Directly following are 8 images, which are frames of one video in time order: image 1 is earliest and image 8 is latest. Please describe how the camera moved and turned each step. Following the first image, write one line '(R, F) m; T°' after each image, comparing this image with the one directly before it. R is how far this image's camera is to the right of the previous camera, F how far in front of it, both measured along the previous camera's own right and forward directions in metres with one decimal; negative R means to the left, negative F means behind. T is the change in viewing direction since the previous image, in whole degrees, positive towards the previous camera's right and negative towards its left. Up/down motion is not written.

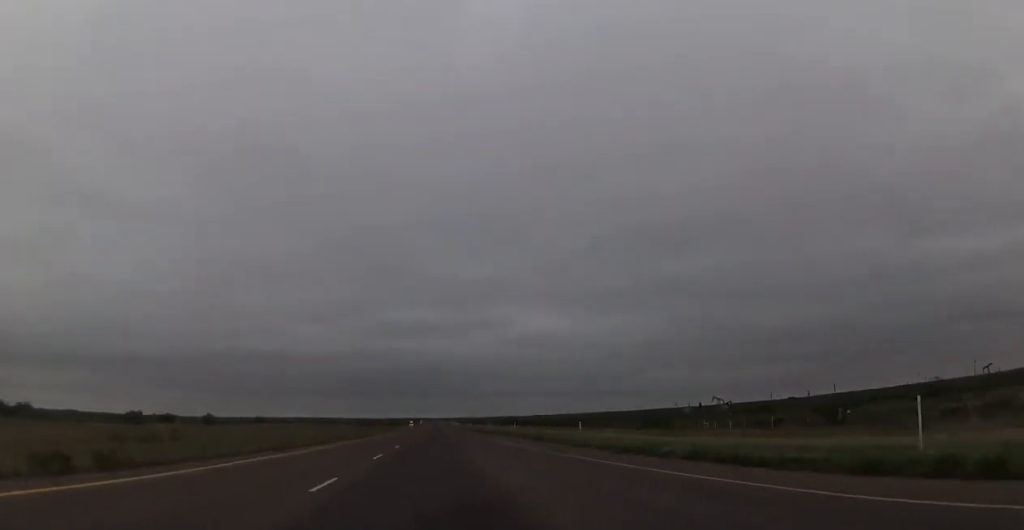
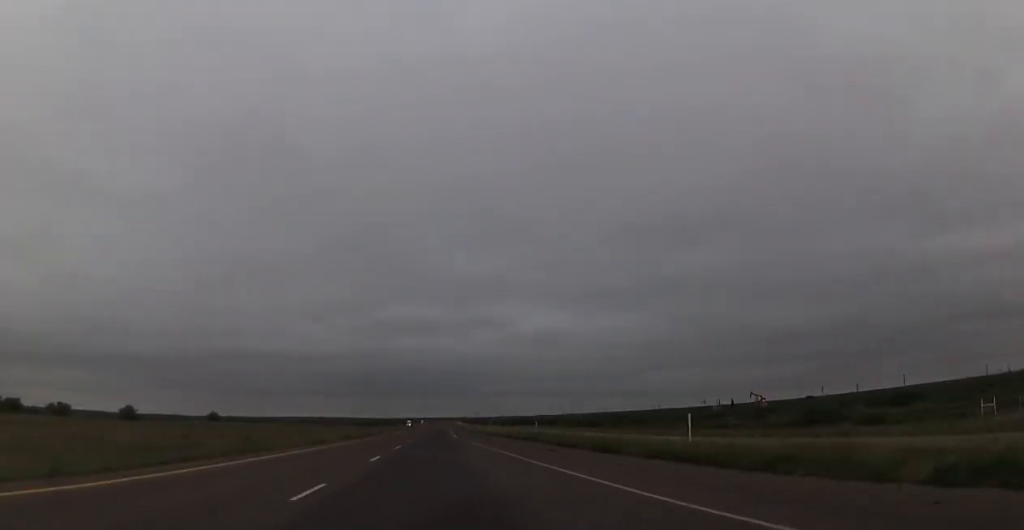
(-0.8, +50.2) m; -1°
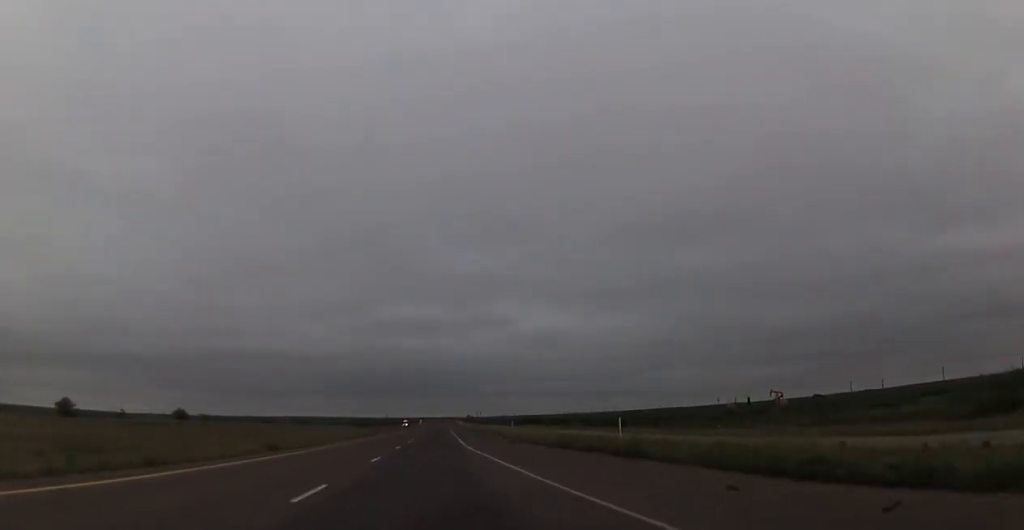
(-0.2, +24.4) m; 0°
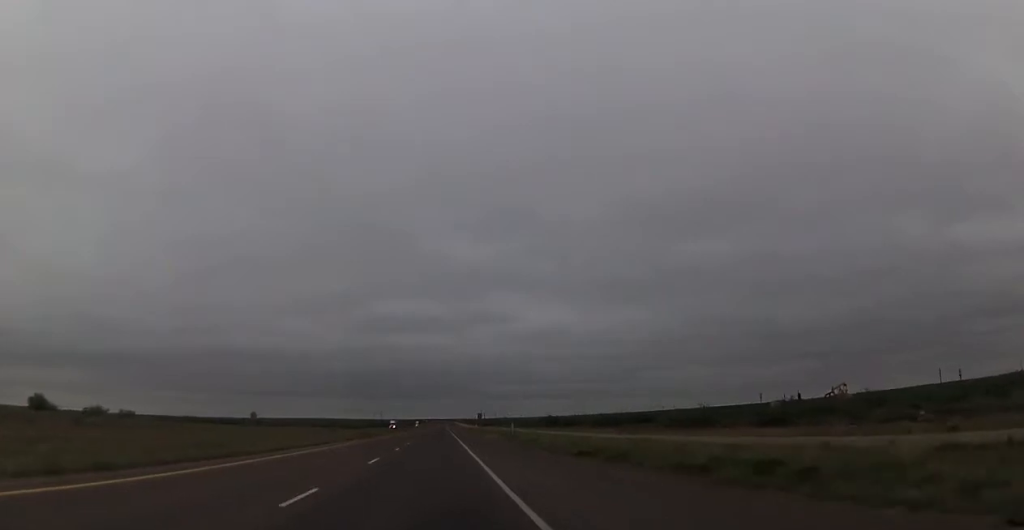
(+0.7, +61.1) m; 0°
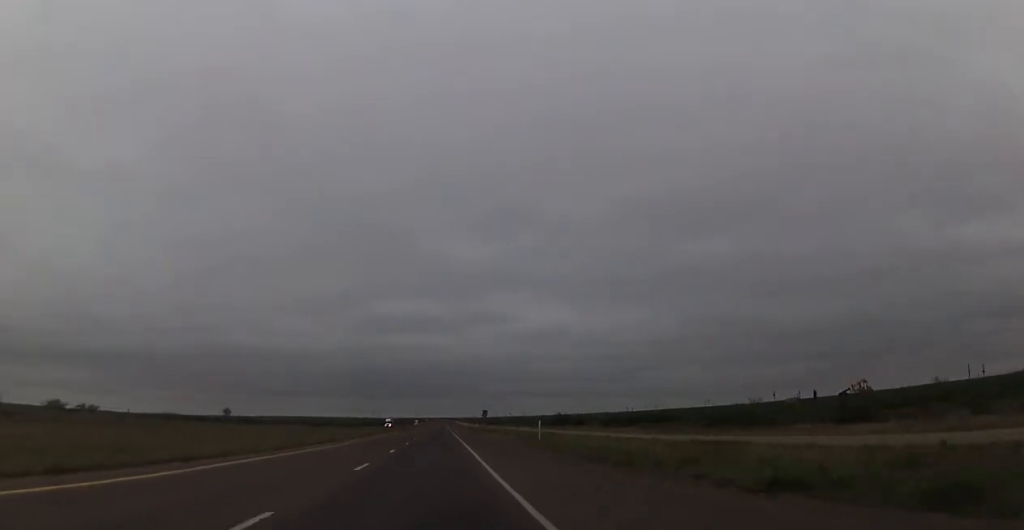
(0.0, +15.9) m; 0°
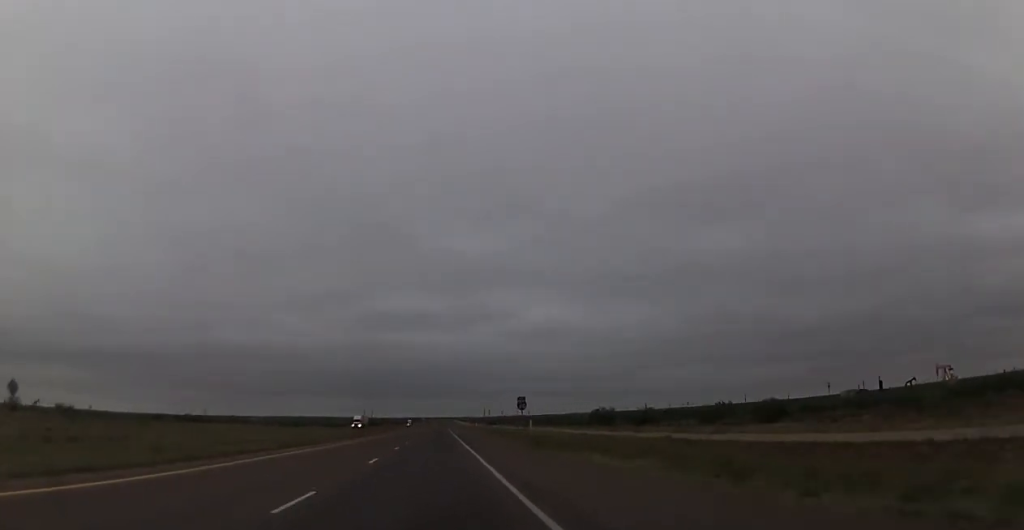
(0.0, +57.5) m; 0°
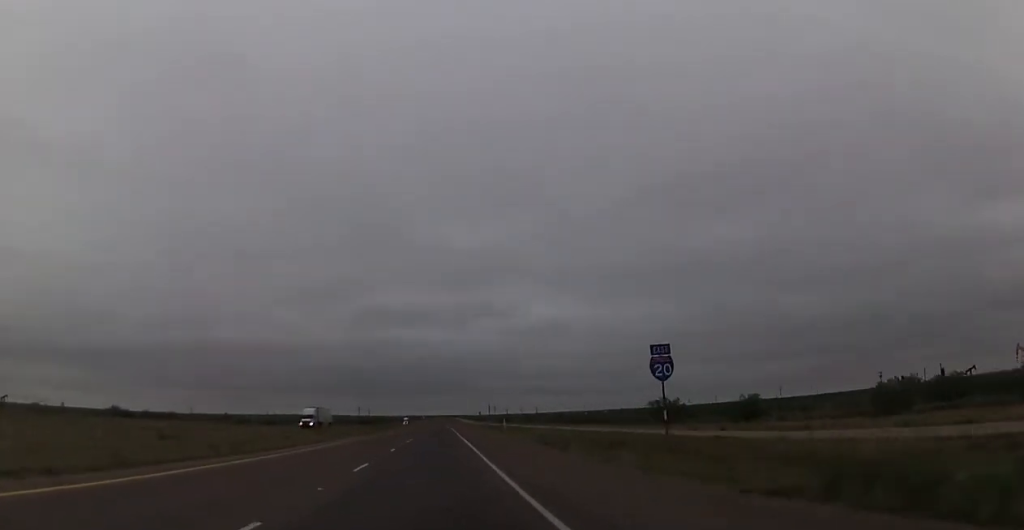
(0.0, +40.5) m; 0°
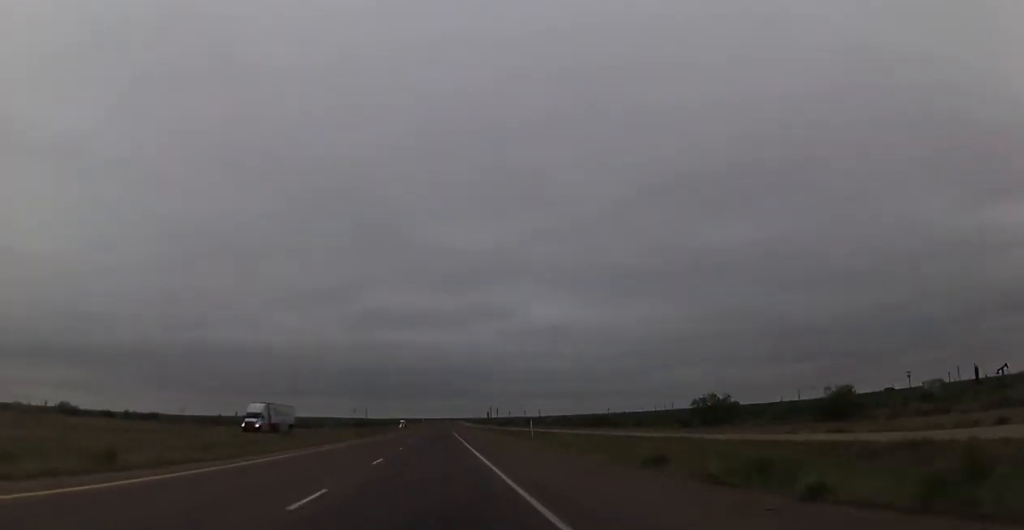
(-0.1, +19.6) m; 0°
